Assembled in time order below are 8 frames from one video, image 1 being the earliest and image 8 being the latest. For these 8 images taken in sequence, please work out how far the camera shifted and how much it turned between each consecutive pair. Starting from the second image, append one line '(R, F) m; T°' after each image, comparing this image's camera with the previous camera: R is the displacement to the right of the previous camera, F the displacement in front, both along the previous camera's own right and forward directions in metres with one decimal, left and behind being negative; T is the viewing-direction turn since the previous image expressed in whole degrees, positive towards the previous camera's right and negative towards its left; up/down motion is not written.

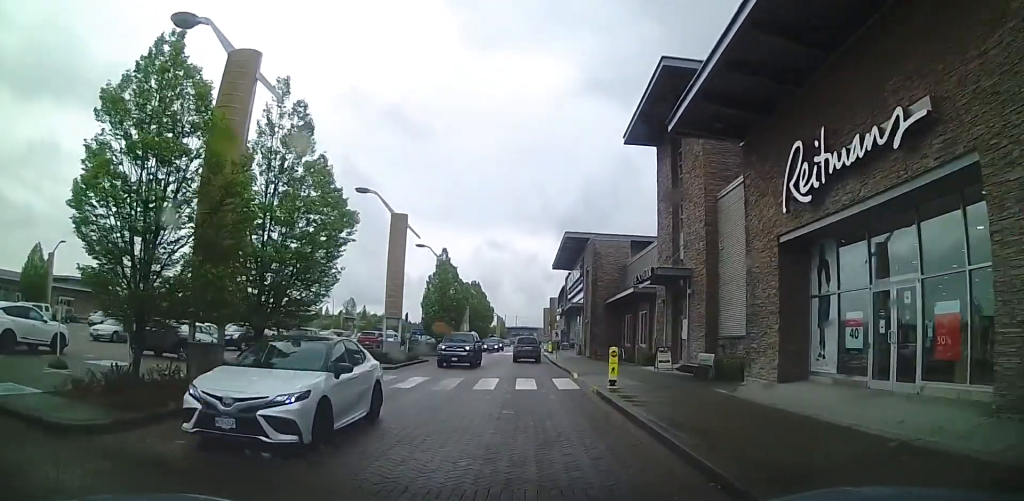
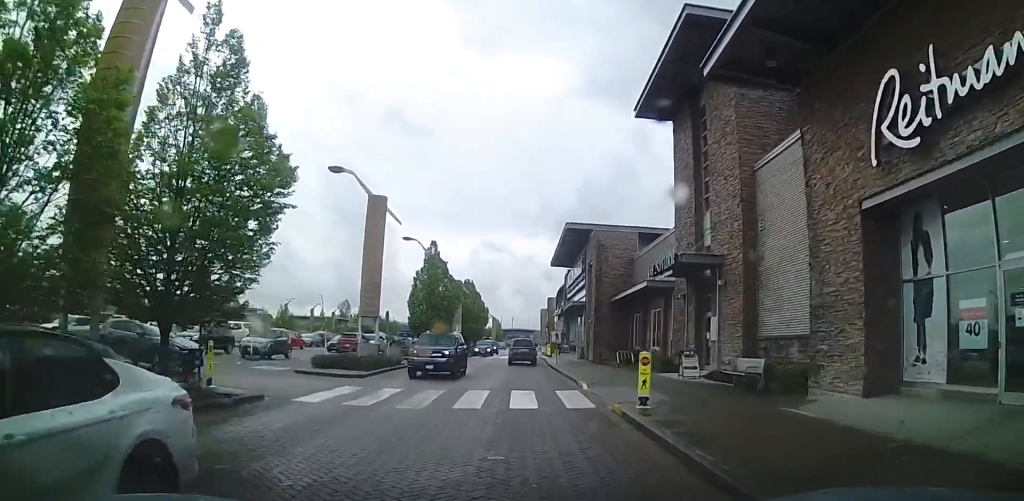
(0.0, +5.9) m; -3°
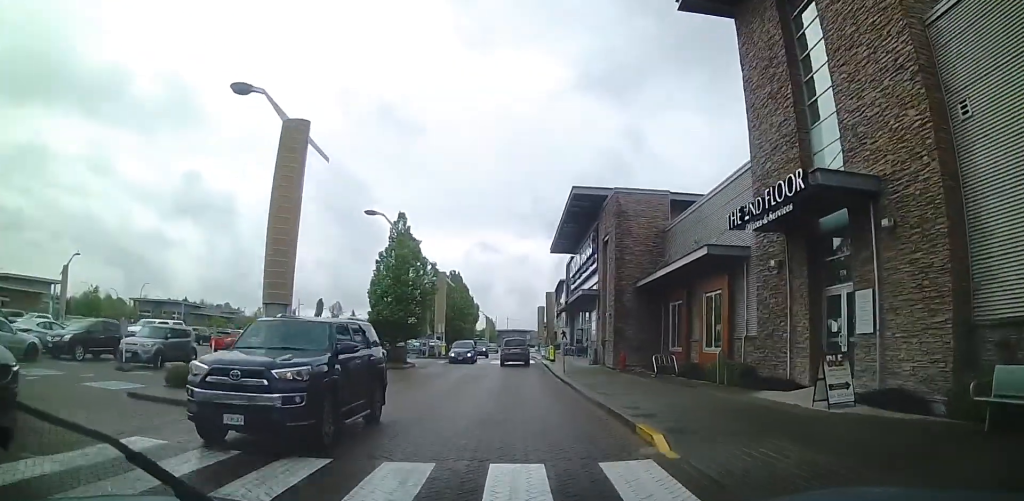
(-0.6, +12.6) m; -3°
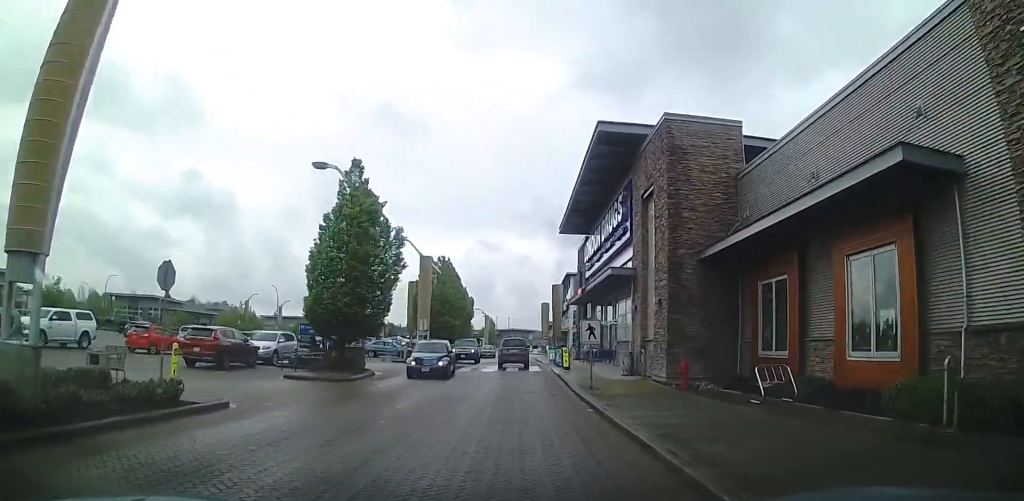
(-1.2, +10.5) m; -12°
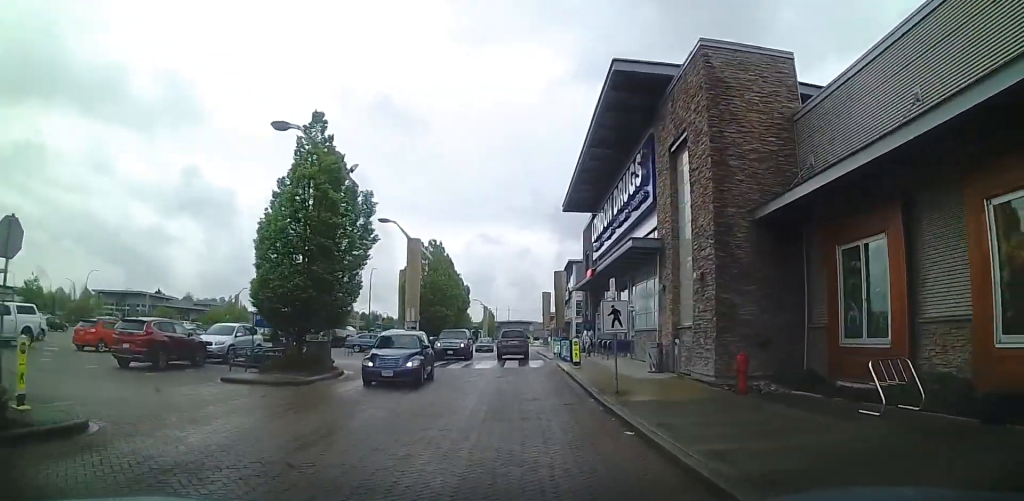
(-0.8, +4.1) m; +1°
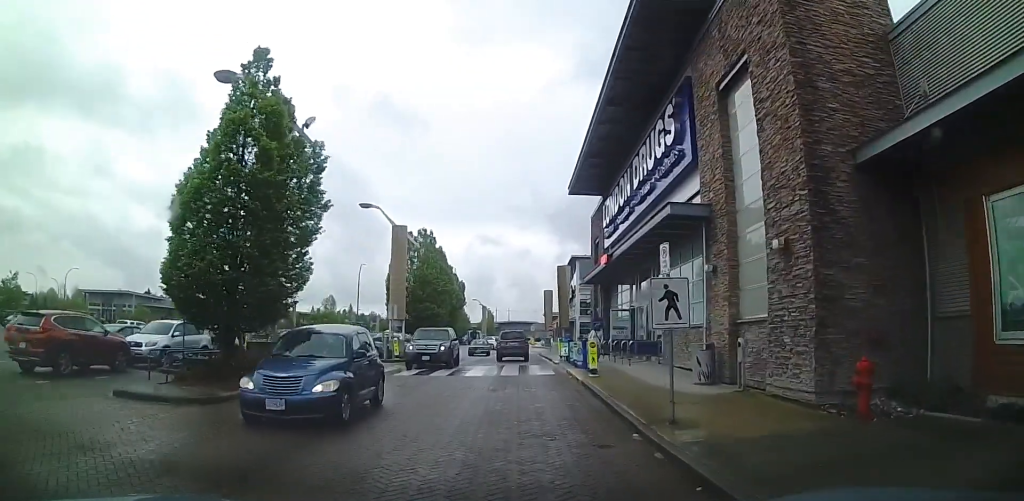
(+0.9, +4.2) m; +11°
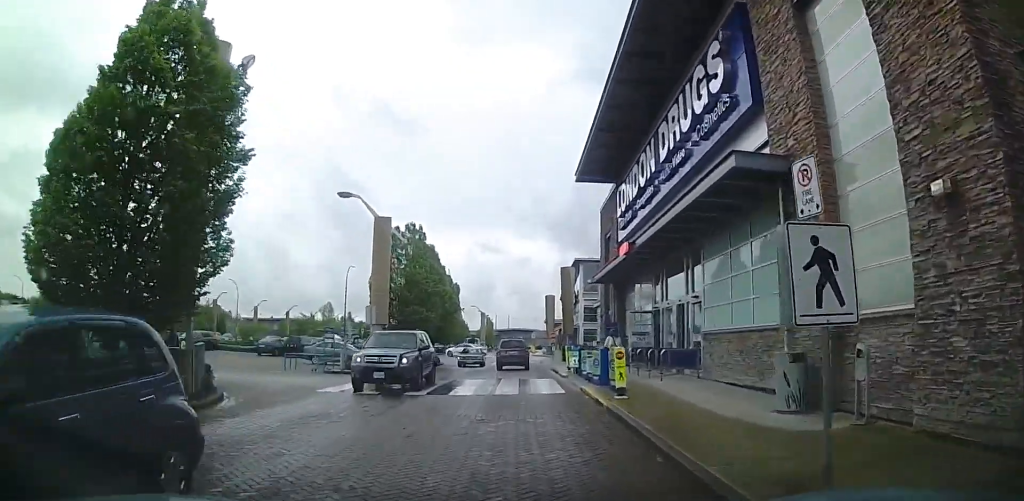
(+0.3, +4.1) m; +3°
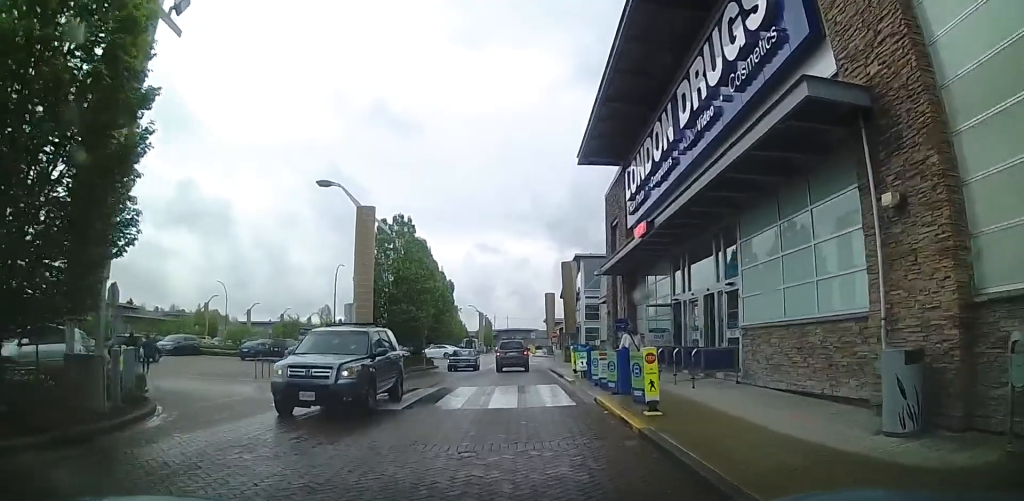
(+0.2, +2.8) m; -2°
